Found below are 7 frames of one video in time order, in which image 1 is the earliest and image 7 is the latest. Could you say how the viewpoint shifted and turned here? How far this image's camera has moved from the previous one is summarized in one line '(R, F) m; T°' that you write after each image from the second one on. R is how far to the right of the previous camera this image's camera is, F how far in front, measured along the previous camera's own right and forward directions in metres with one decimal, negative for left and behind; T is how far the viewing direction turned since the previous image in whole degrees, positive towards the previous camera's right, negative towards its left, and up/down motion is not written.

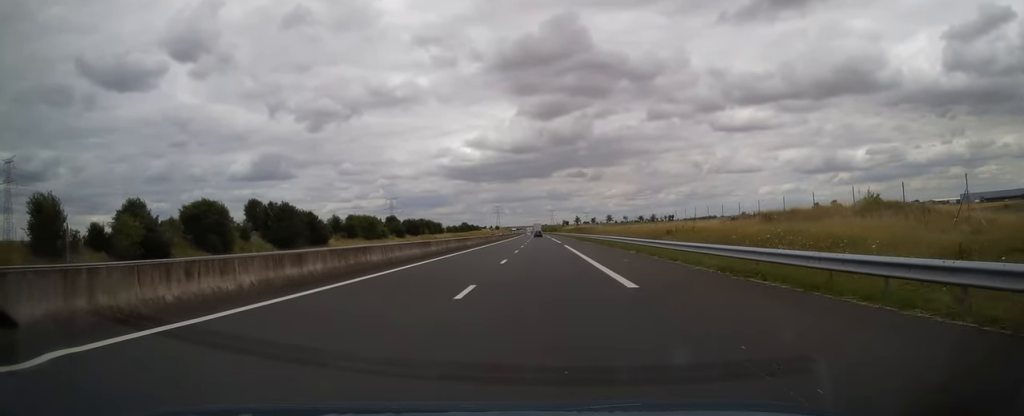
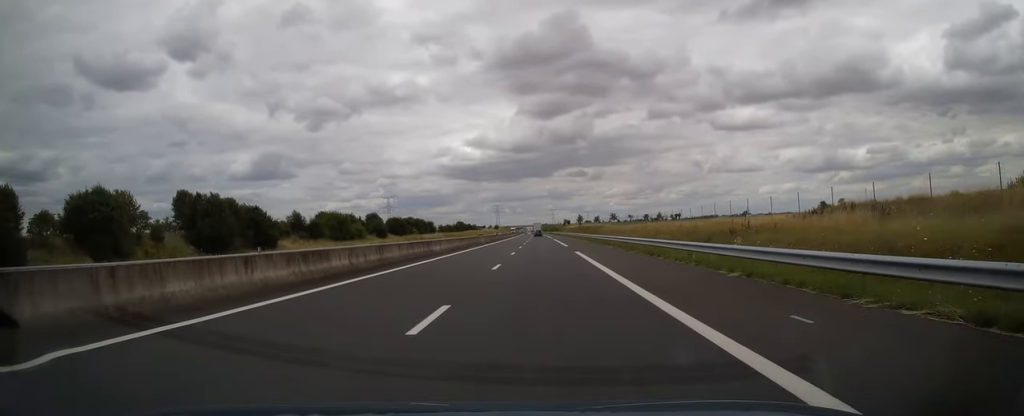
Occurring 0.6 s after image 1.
(-0.1, +17.1) m; 0°
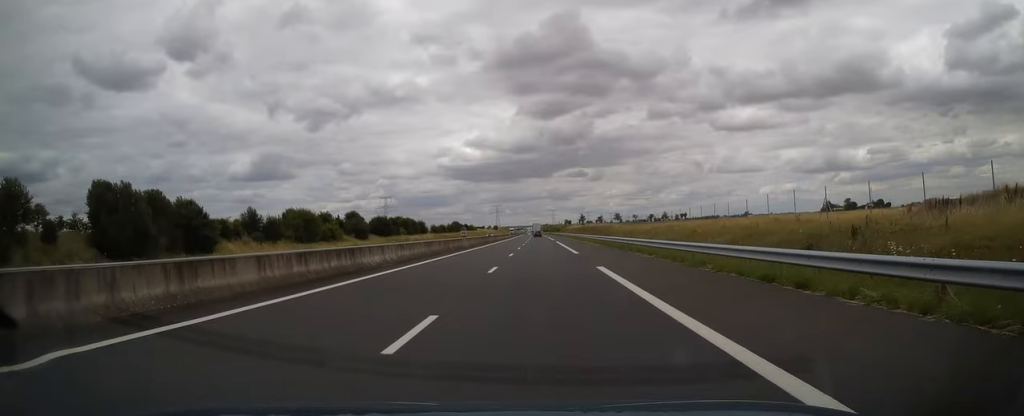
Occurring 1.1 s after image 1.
(0.0, +14.2) m; 0°
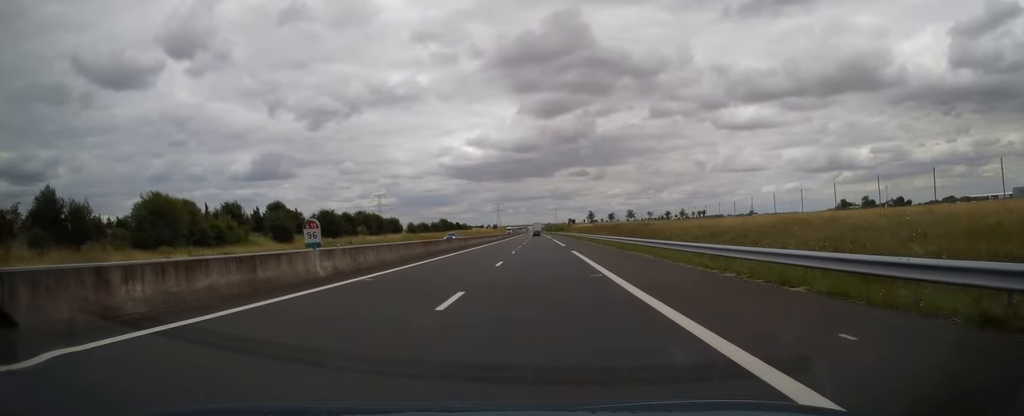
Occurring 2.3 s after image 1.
(+0.4, +35.2) m; 0°
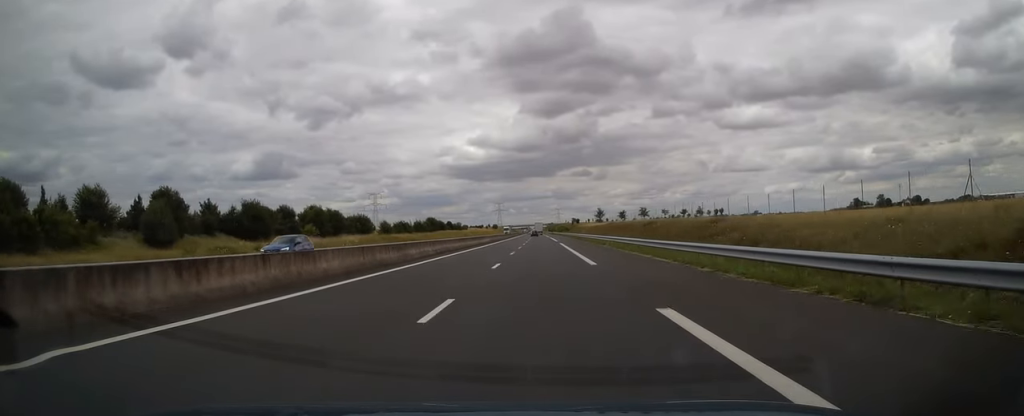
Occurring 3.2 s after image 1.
(-0.3, +27.4) m; -1°
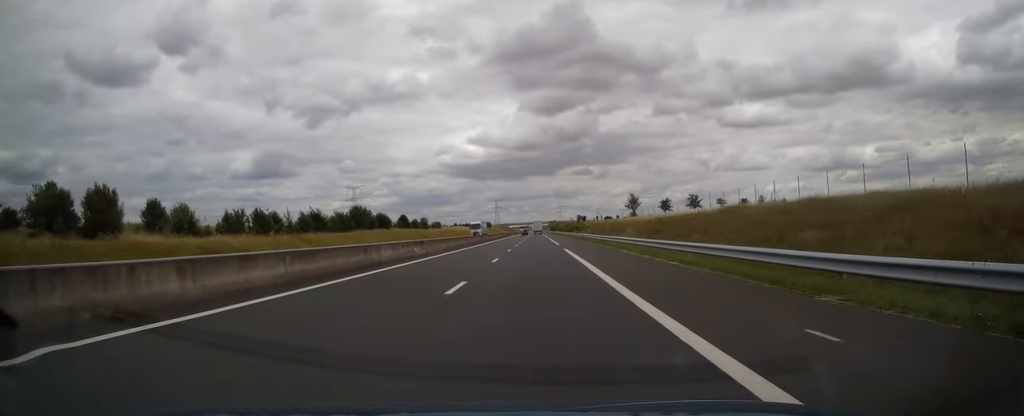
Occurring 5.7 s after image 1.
(-0.2, +73.9) m; 0°
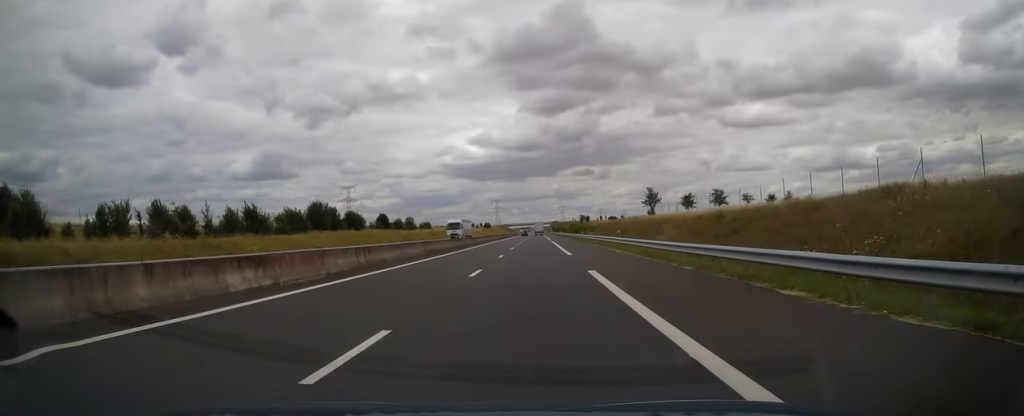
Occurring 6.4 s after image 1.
(0.0, +20.5) m; 0°
